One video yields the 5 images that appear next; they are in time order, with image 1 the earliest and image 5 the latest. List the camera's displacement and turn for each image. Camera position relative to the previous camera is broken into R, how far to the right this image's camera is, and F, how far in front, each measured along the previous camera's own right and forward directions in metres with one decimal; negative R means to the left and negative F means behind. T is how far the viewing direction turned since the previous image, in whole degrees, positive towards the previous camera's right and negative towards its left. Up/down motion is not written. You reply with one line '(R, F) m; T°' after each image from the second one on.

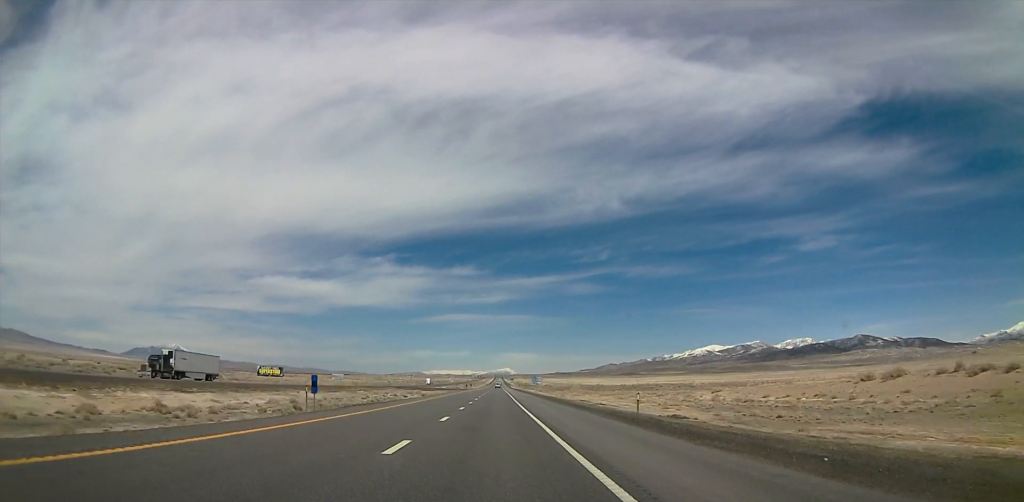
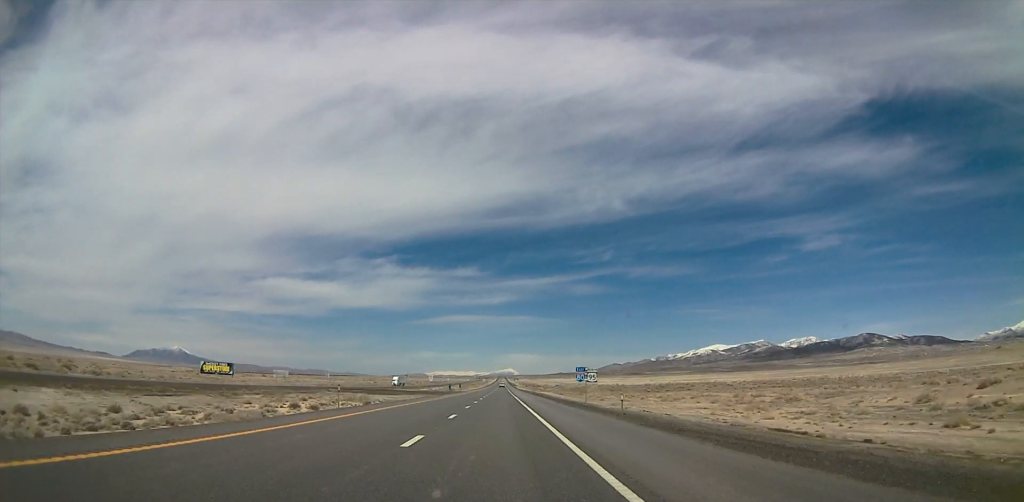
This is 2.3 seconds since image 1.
(+3.4, +72.1) m; +2°
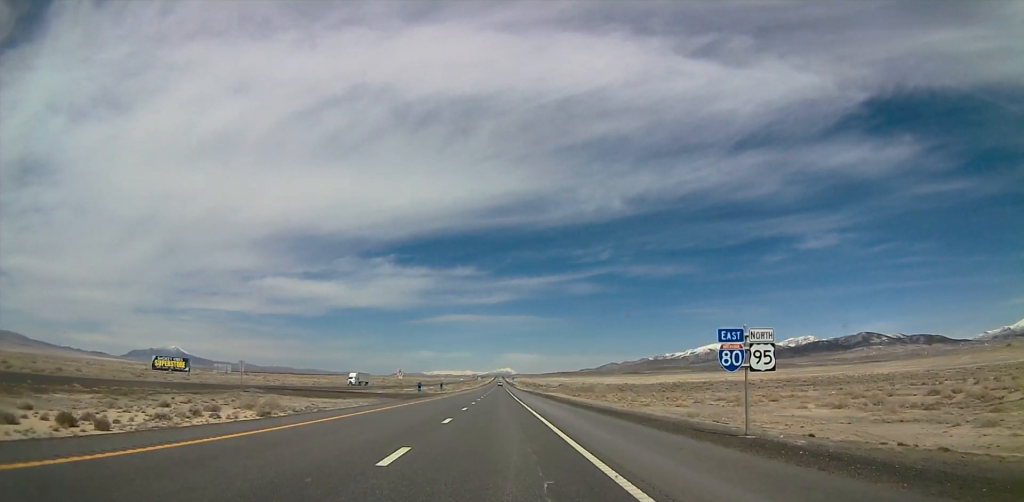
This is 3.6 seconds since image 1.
(-1.0, +39.9) m; -1°
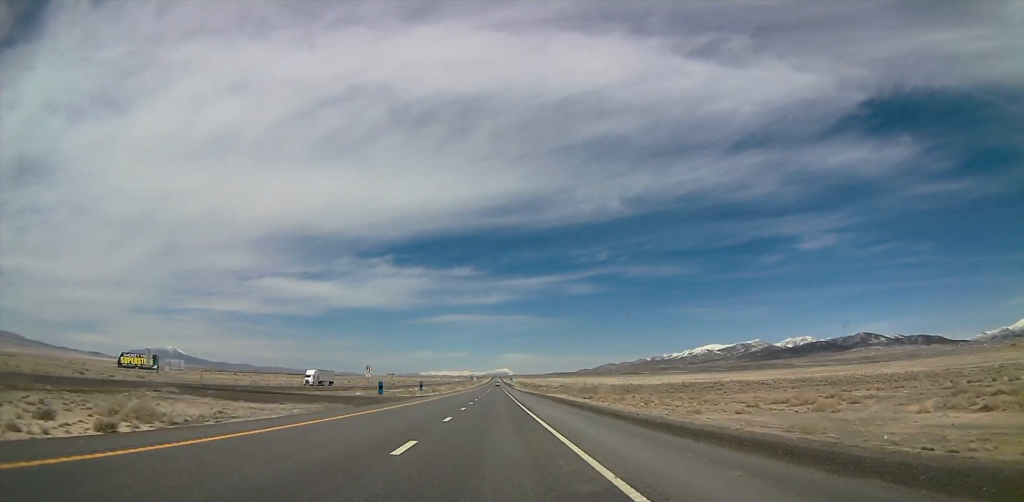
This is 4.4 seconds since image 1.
(0.0, +22.7) m; 0°
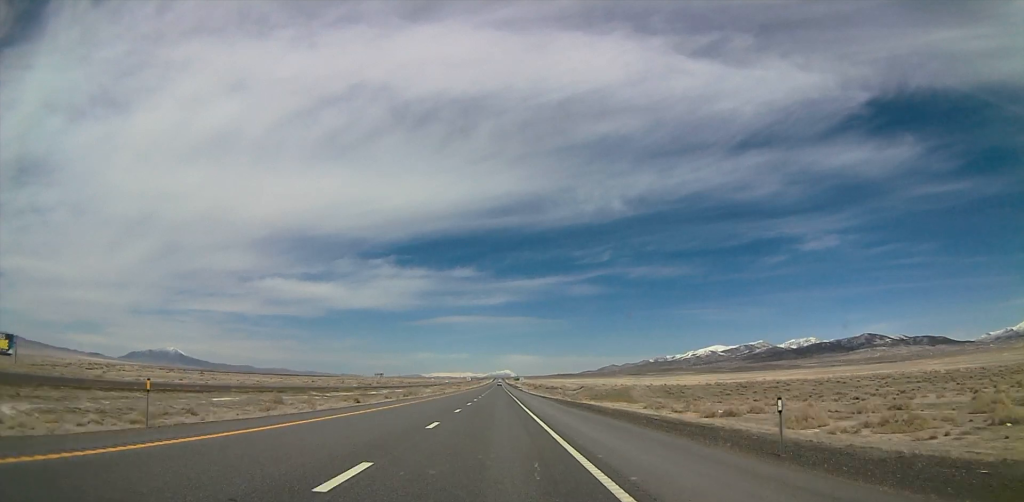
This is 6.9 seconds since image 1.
(+0.5, +79.1) m; 0°
